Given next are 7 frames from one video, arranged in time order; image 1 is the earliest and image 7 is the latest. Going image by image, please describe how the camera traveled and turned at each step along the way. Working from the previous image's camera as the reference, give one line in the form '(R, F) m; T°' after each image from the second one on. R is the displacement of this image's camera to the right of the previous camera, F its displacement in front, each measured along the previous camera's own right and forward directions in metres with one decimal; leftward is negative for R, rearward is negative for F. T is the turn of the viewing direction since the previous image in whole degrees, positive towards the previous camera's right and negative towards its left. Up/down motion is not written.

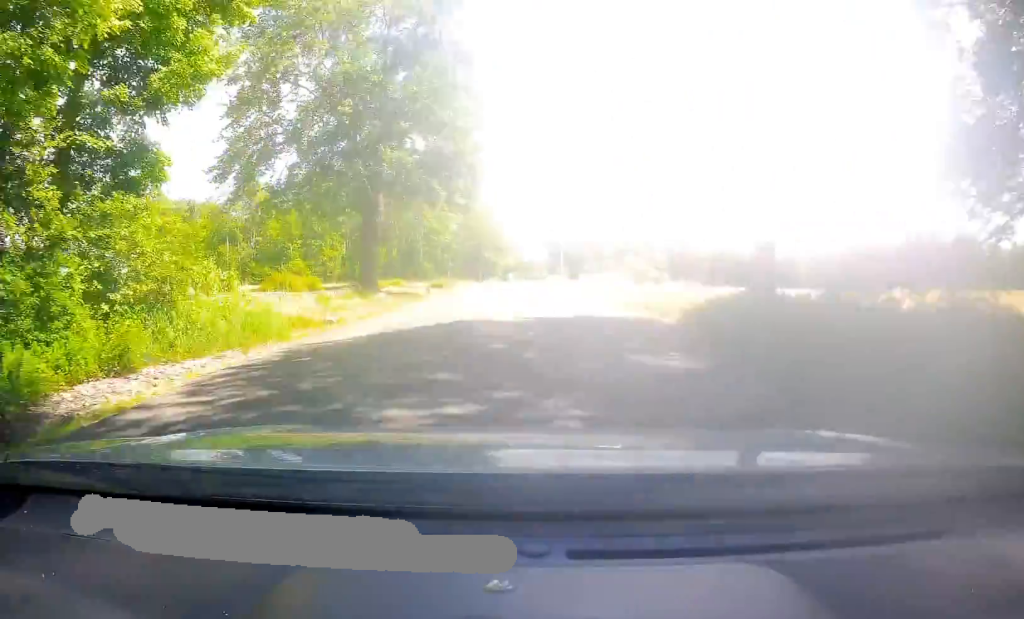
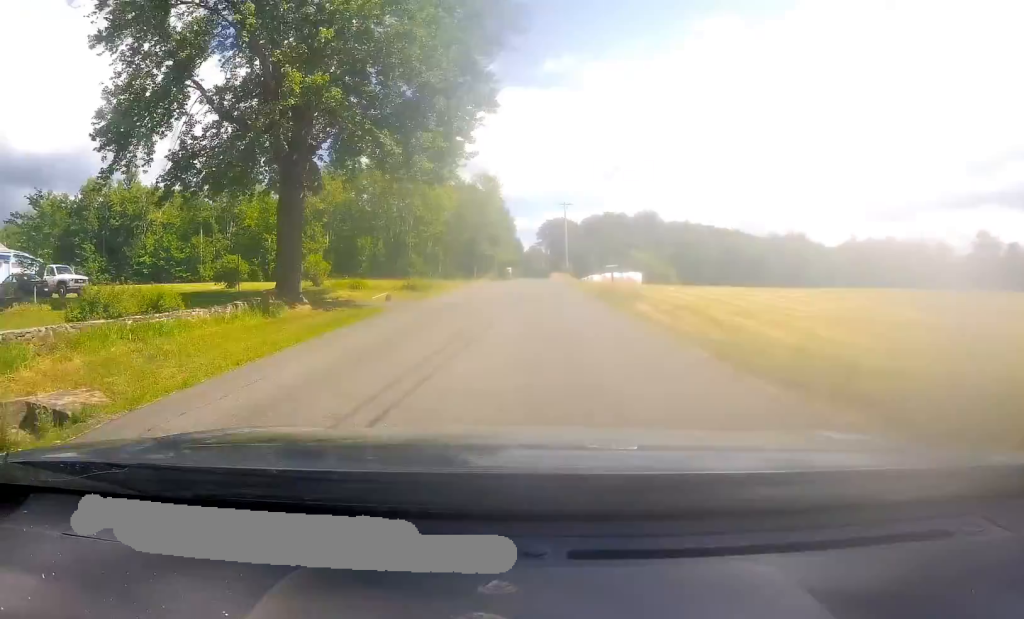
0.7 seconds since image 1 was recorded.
(+0.5, +12.1) m; 0°
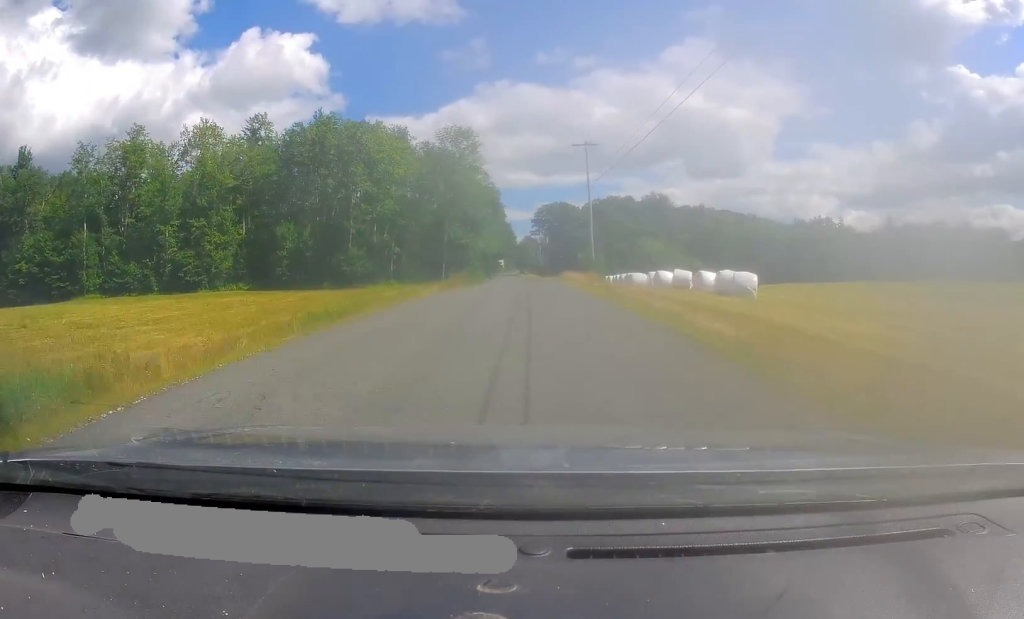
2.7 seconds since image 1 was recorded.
(-0.3, +36.4) m; +1°
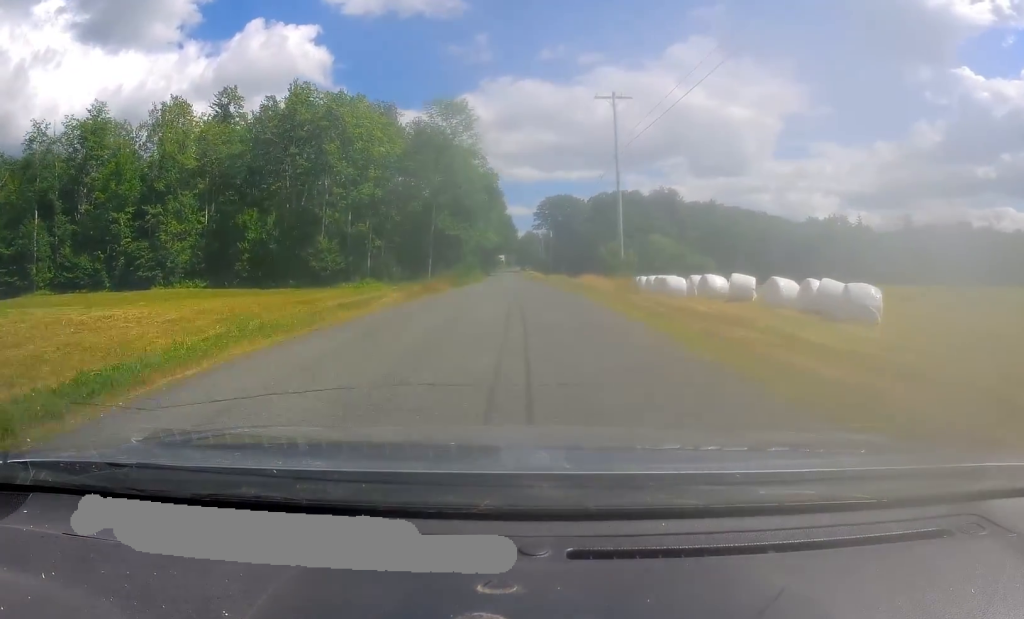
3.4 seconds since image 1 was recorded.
(0.0, +12.0) m; 0°
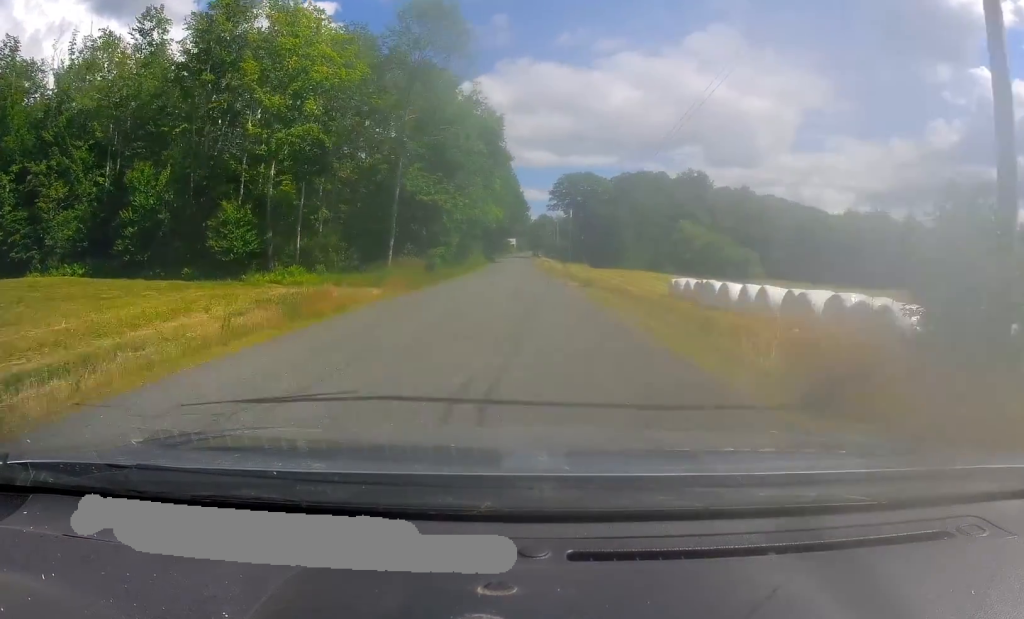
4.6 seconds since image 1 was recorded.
(+0.2, +23.2) m; -1°
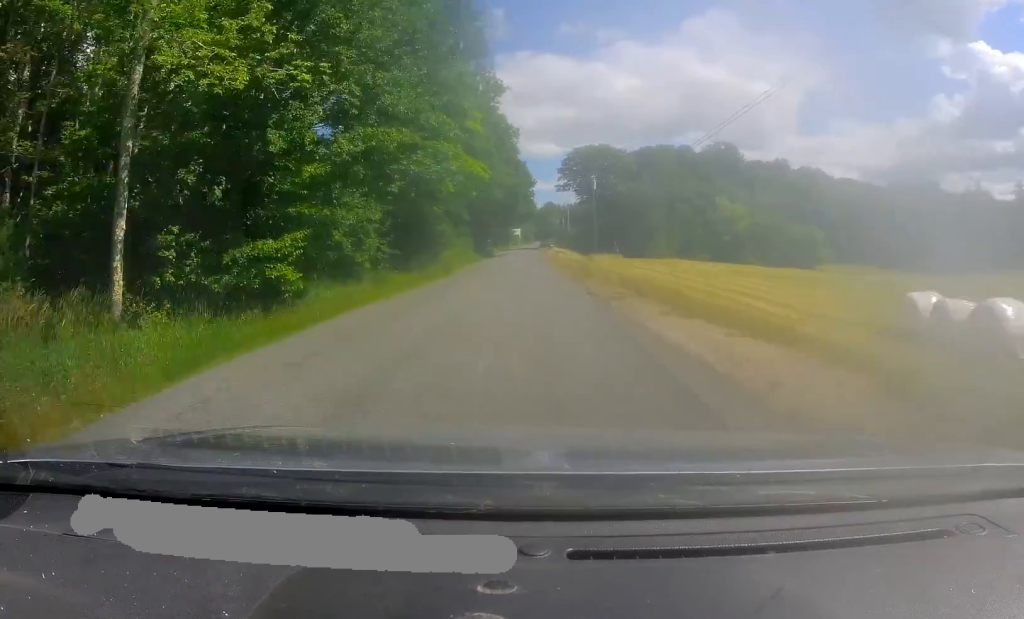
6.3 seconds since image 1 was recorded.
(-0.2, +31.2) m; 0°
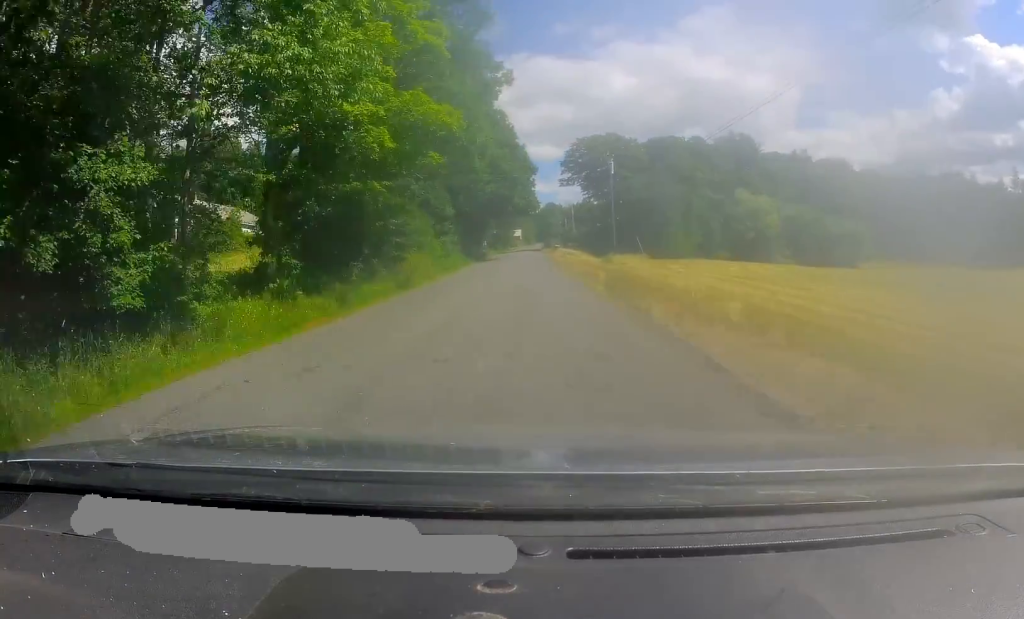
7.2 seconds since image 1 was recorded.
(-0.1, +16.2) m; 0°
